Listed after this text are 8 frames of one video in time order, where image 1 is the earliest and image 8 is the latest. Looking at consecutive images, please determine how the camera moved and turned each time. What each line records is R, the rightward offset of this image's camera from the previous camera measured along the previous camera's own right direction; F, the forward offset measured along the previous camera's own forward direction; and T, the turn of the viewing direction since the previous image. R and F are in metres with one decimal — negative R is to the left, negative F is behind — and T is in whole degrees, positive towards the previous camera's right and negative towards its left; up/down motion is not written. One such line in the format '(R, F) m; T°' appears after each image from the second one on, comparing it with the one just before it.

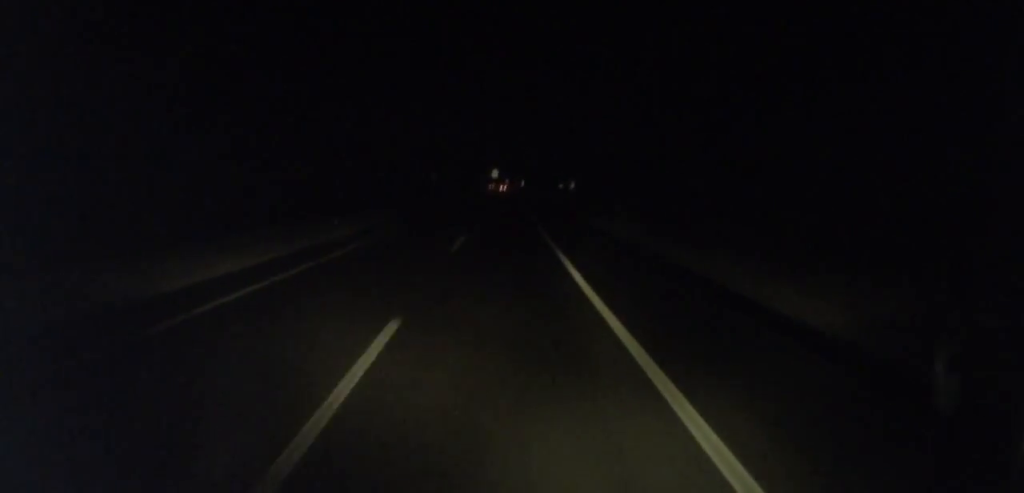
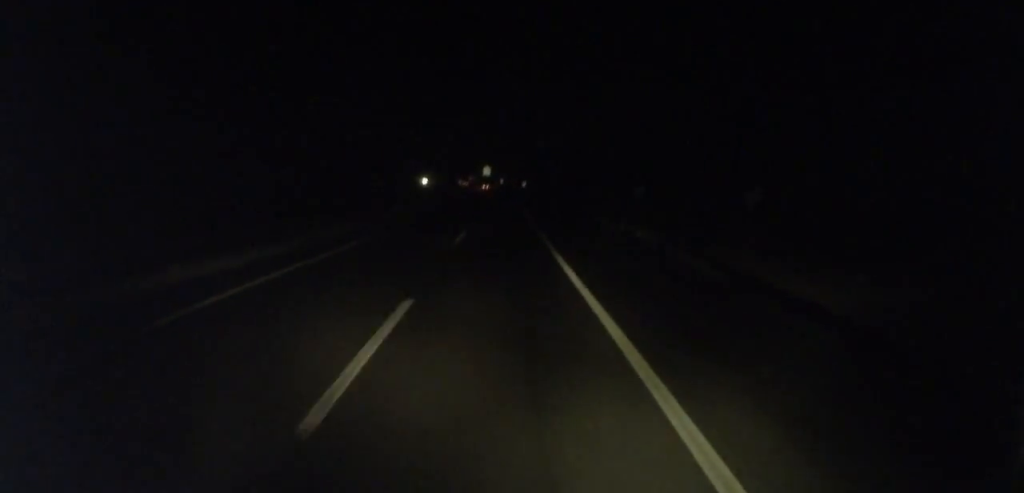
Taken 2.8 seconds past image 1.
(-0.4, +66.1) m; 0°
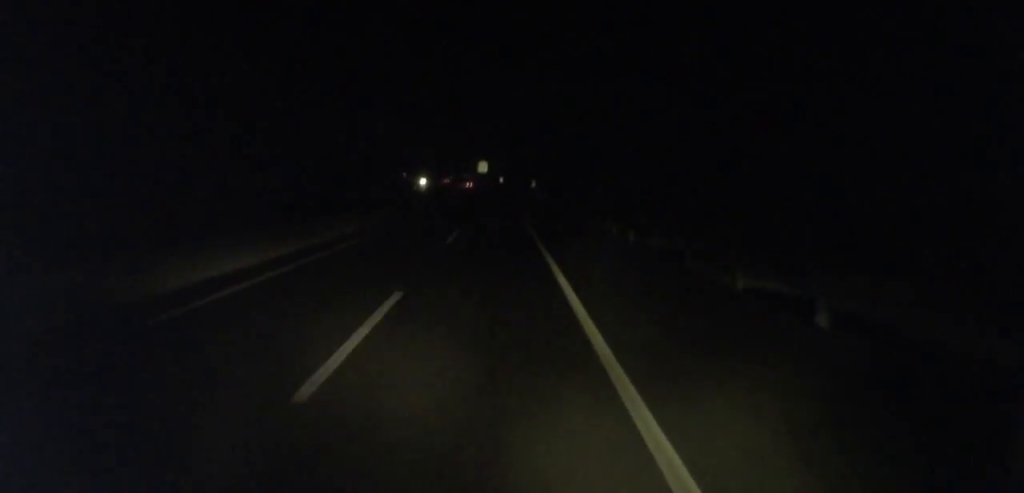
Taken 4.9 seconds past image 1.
(-0.3, +50.2) m; 0°
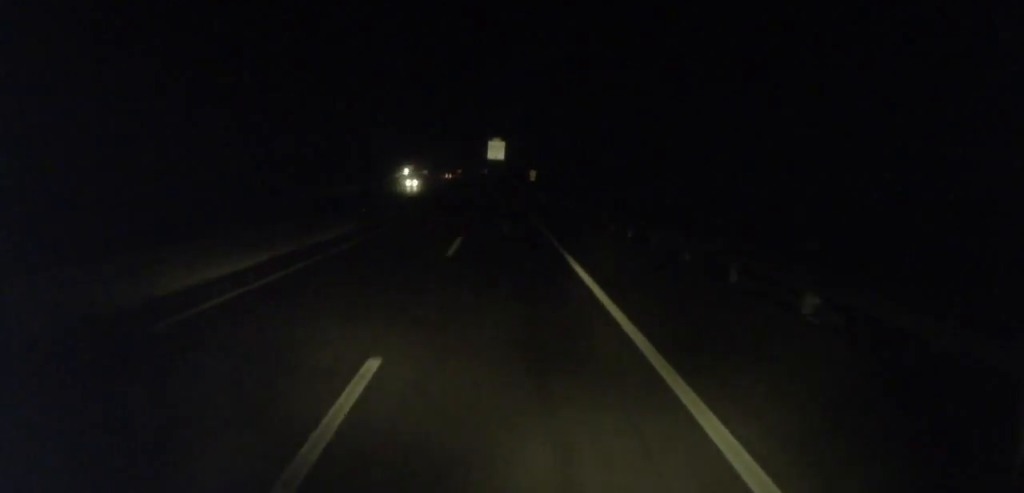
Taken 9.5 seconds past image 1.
(+0.3, +105.4) m; 0°
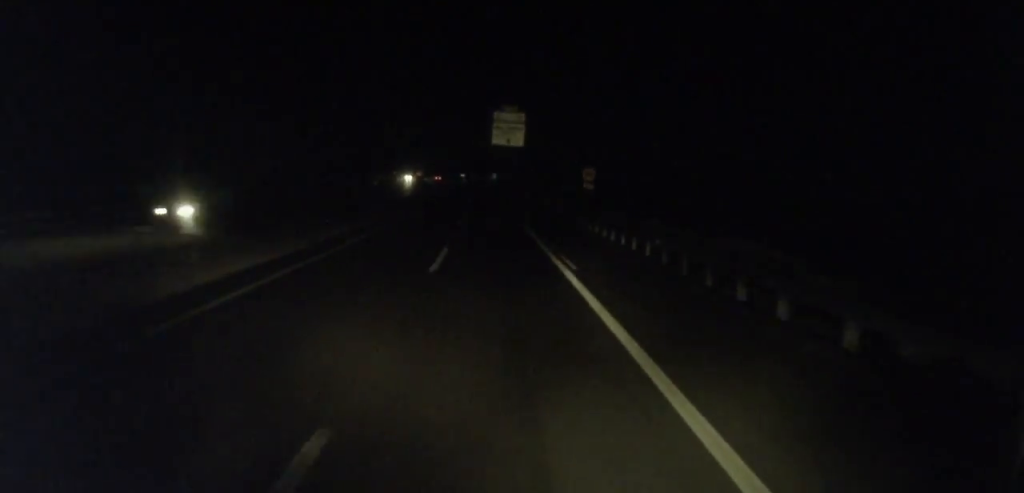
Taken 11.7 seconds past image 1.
(+1.0, +52.4) m; -1°
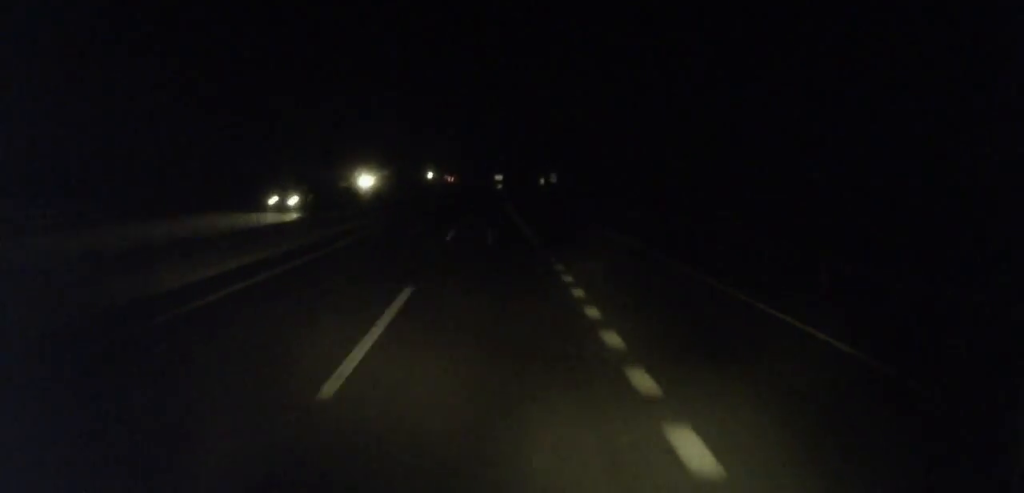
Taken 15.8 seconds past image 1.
(-3.1, +92.0) m; -5°
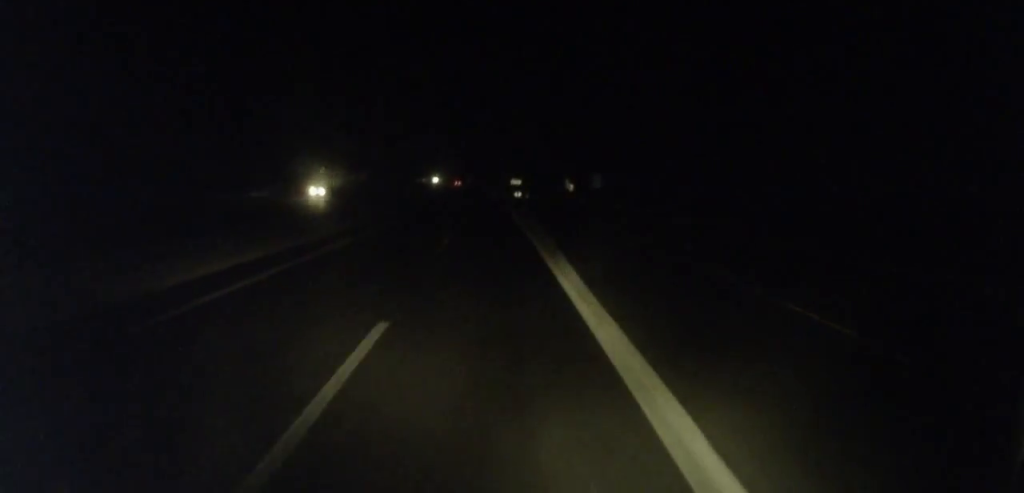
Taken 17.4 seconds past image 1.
(-0.6, +36.6) m; -2°
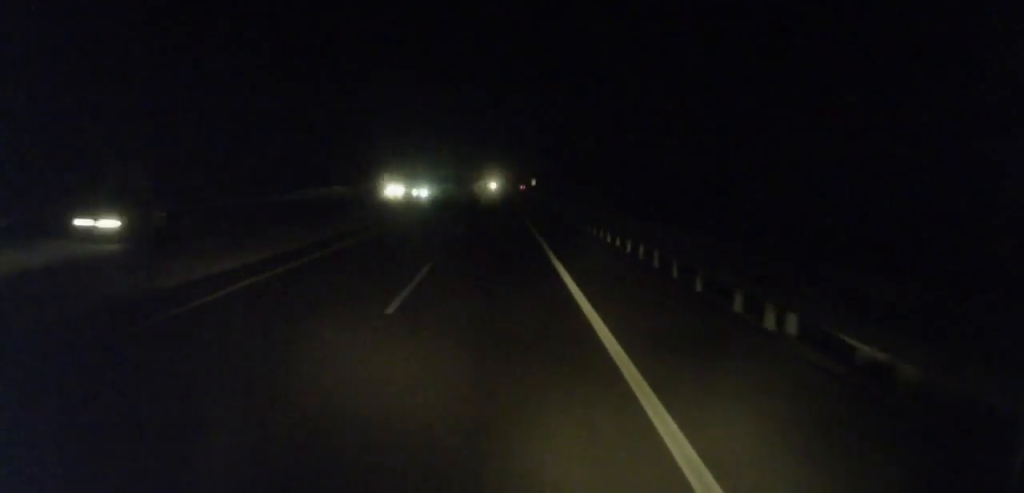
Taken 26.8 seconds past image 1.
(-14.4, +212.8) m; -5°
